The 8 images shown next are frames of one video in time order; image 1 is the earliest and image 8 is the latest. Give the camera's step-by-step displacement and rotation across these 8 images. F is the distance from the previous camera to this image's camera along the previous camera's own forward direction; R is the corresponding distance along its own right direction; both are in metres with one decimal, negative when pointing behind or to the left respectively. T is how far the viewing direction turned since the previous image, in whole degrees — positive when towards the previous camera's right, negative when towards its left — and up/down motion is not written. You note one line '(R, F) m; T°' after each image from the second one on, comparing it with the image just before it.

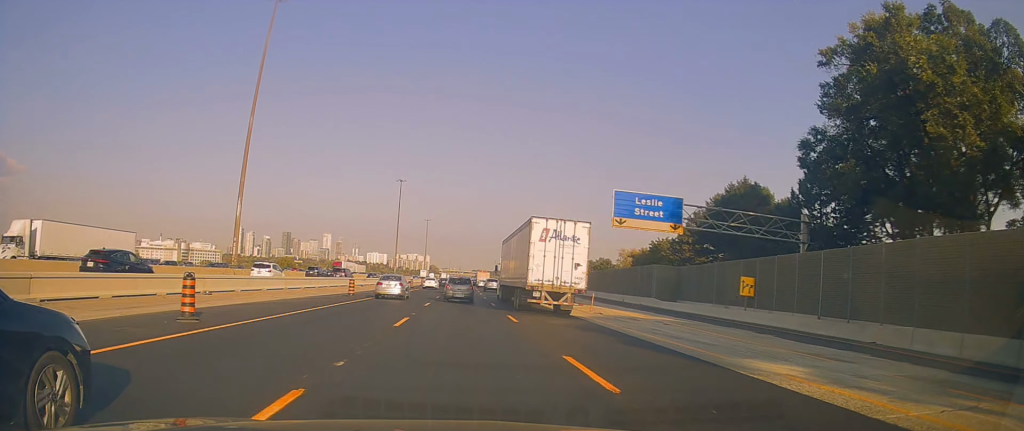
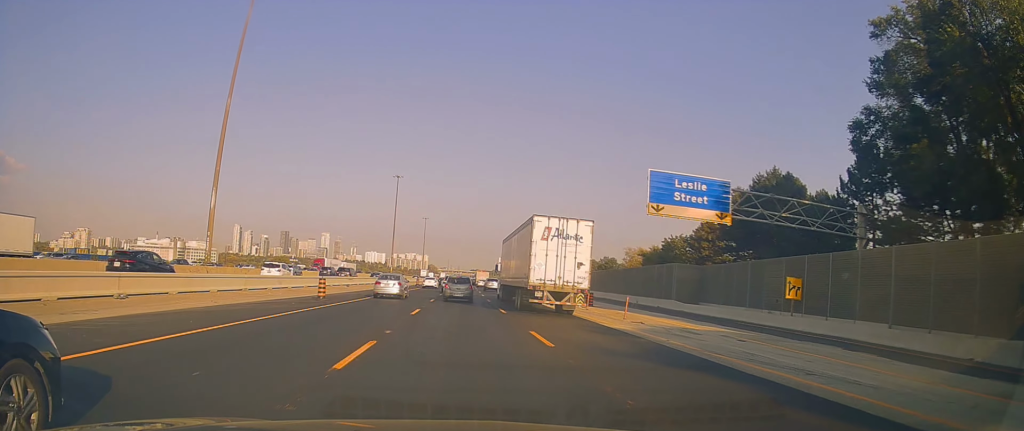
(+0.1, +7.2) m; +1°
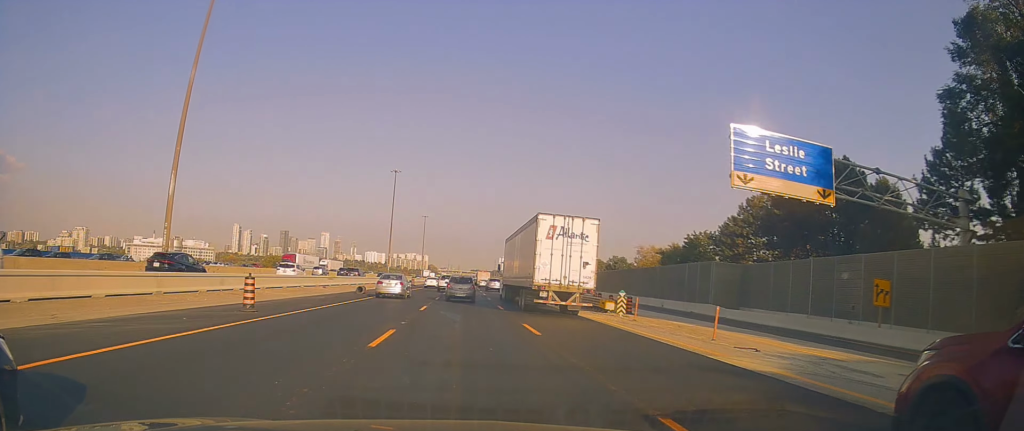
(+0.3, +9.7) m; 0°
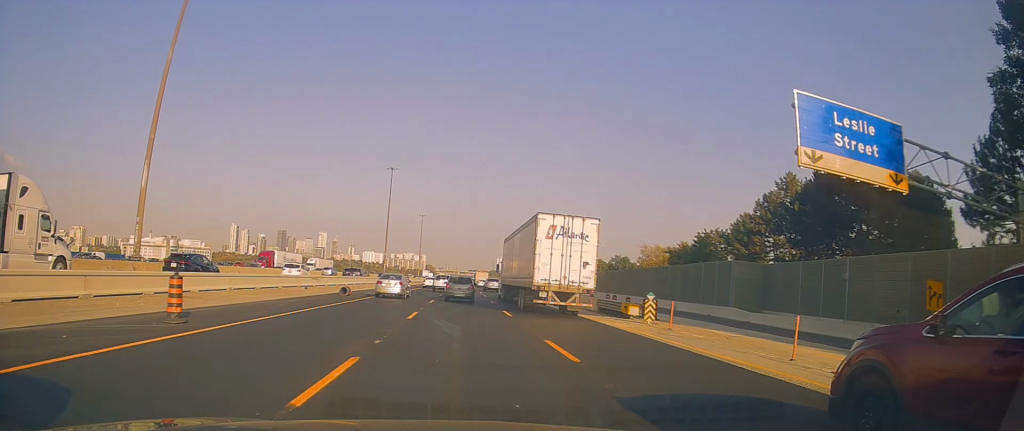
(-0.2, +4.8) m; -1°
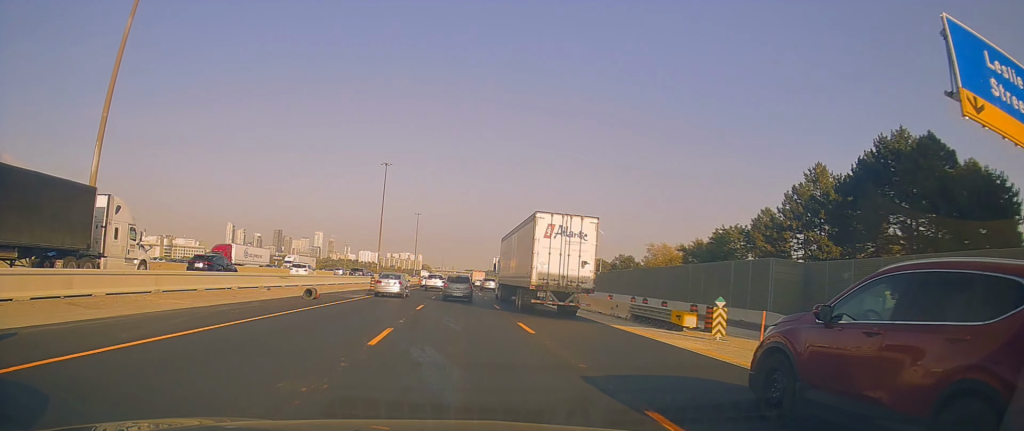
(-0.2, +7.3) m; -1°
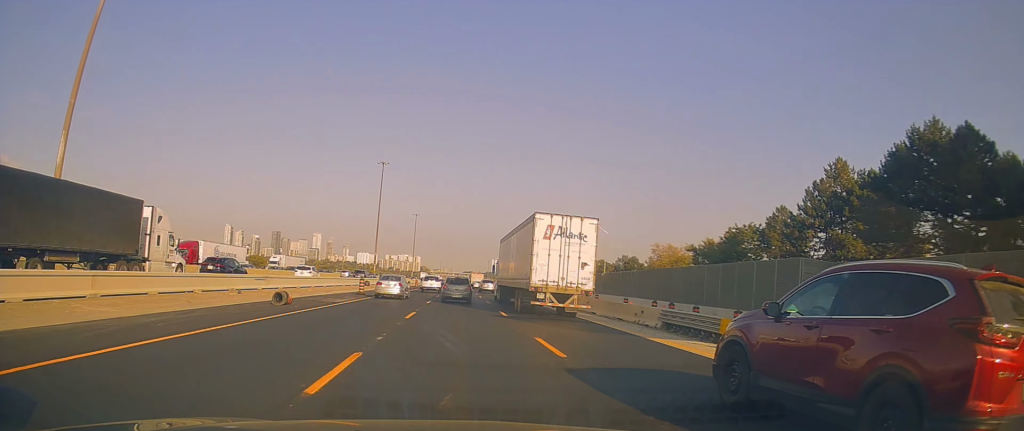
(0.0, +4.3) m; 0°
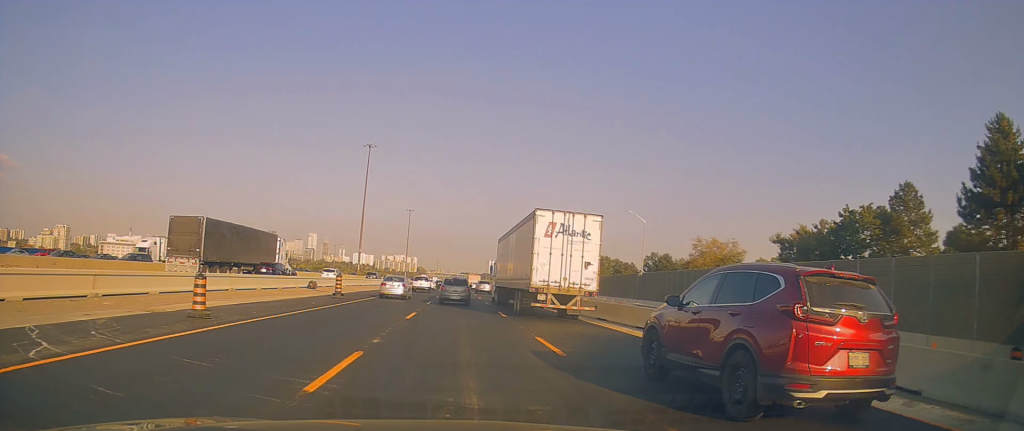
(+1.0, +23.9) m; +3°
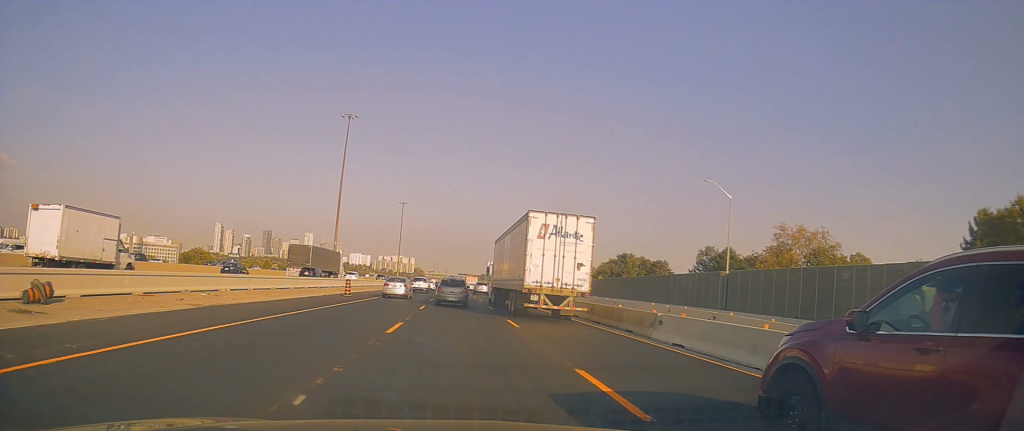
(-0.2, +29.2) m; -1°
